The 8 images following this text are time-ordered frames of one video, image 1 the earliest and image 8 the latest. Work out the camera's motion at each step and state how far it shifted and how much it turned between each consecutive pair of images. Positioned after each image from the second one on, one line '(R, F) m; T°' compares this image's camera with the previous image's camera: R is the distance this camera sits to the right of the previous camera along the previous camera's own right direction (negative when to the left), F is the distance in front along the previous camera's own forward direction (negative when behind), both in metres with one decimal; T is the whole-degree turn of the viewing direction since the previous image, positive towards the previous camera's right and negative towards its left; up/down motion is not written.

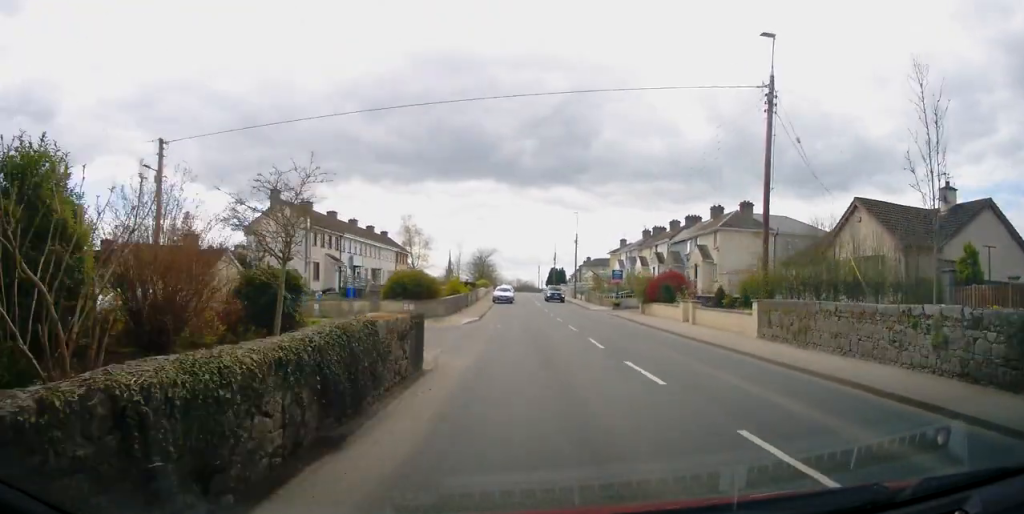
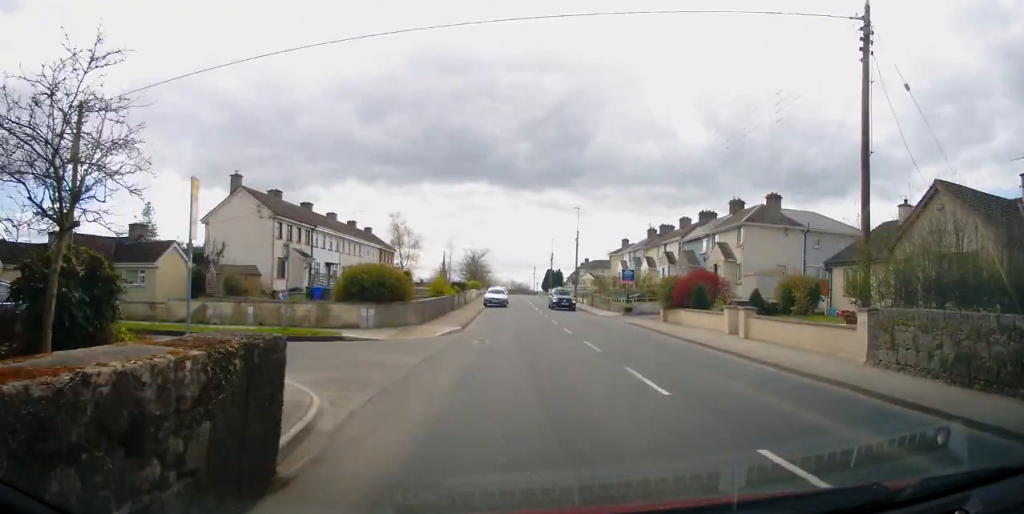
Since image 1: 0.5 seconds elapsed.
(+0.2, +6.5) m; 0°
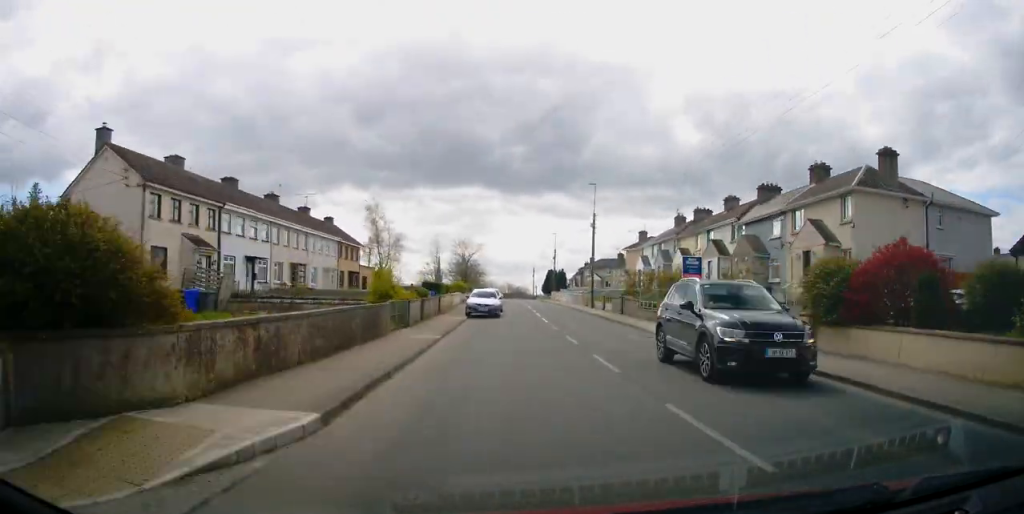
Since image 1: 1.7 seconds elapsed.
(-0.3, +15.3) m; 0°
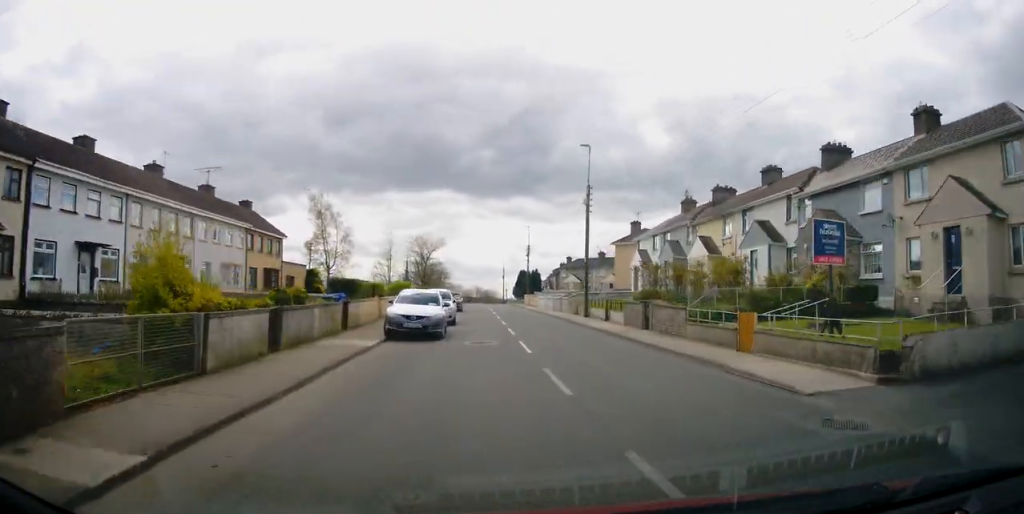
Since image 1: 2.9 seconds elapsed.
(+0.4, +13.6) m; +3°
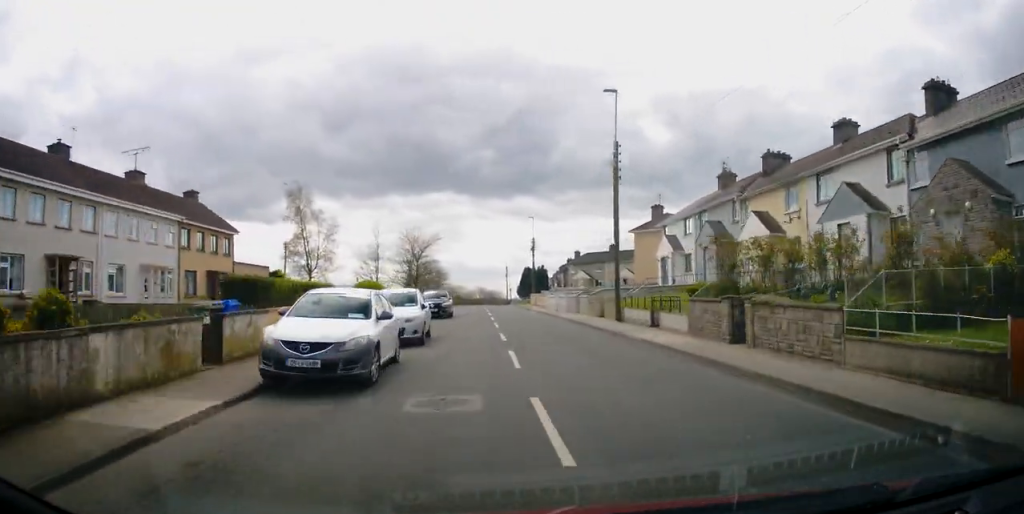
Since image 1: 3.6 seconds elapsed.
(+0.2, +9.1) m; +1°
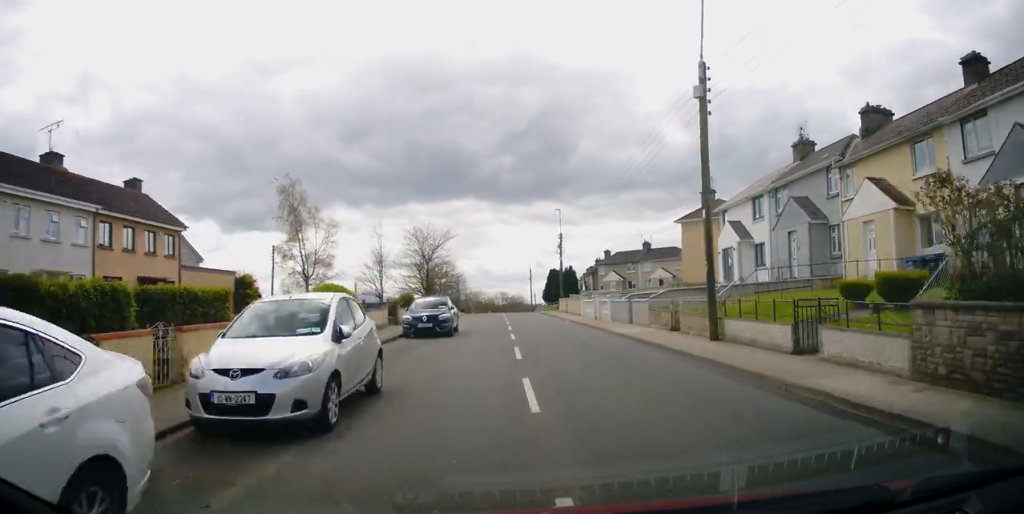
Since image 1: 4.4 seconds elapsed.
(0.0, +9.1) m; -2°
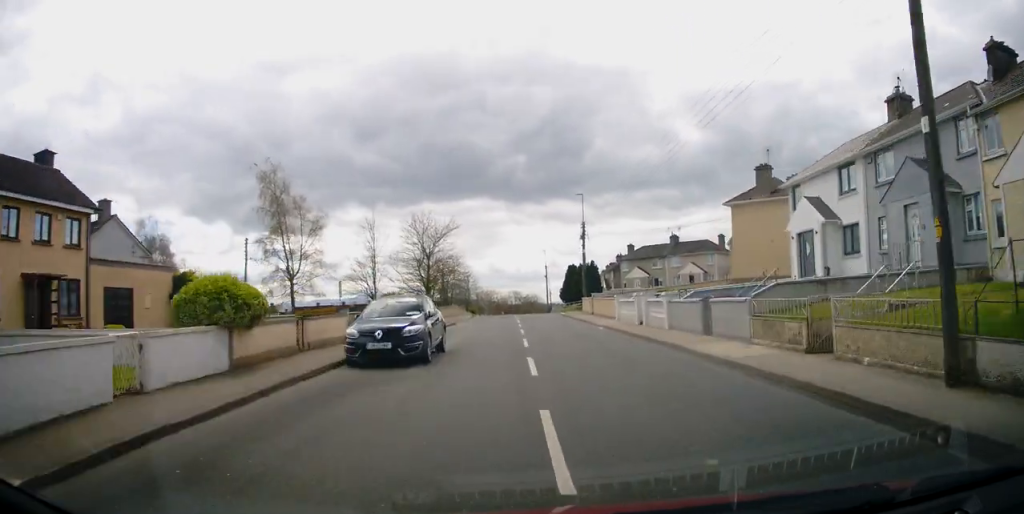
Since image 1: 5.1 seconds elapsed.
(-0.2, +8.6) m; -1°
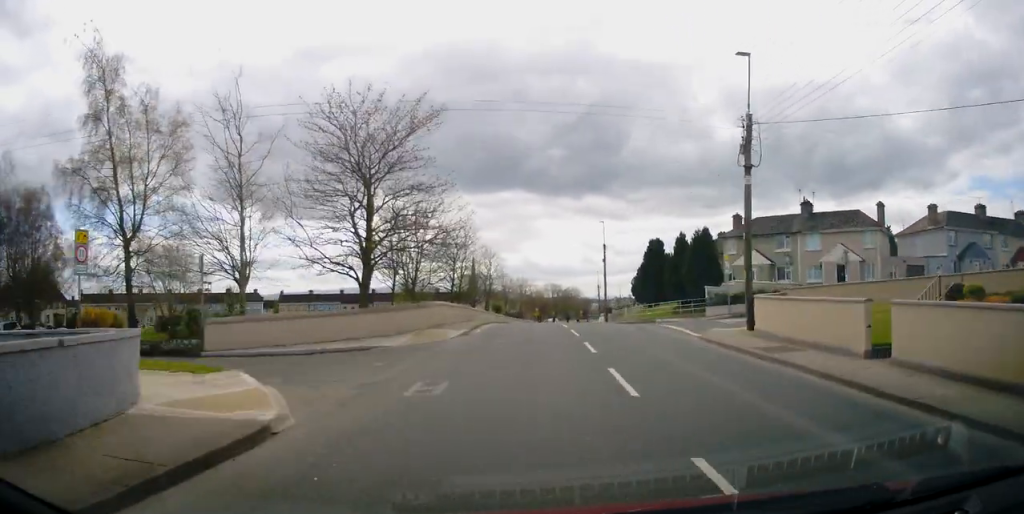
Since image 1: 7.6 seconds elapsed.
(-1.0, +31.0) m; -4°
